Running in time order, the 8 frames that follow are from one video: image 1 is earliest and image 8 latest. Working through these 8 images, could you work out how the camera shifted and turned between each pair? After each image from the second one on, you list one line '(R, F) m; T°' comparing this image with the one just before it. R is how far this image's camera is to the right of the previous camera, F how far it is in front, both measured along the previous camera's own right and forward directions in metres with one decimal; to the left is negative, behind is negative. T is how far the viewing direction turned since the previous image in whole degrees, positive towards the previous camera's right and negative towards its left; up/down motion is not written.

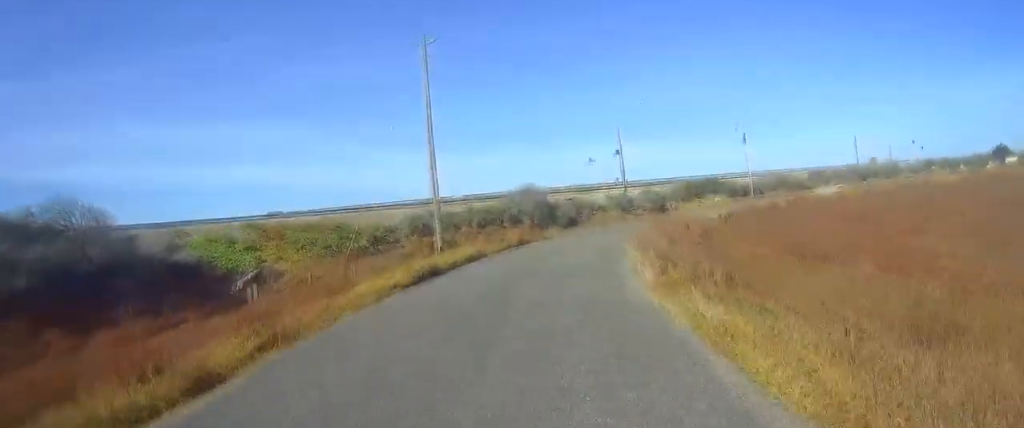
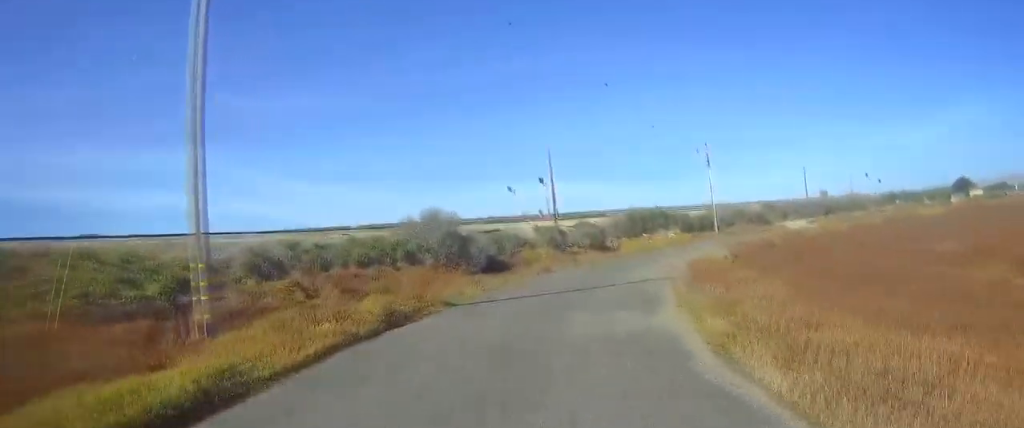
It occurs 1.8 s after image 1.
(+1.5, +17.7) m; +11°
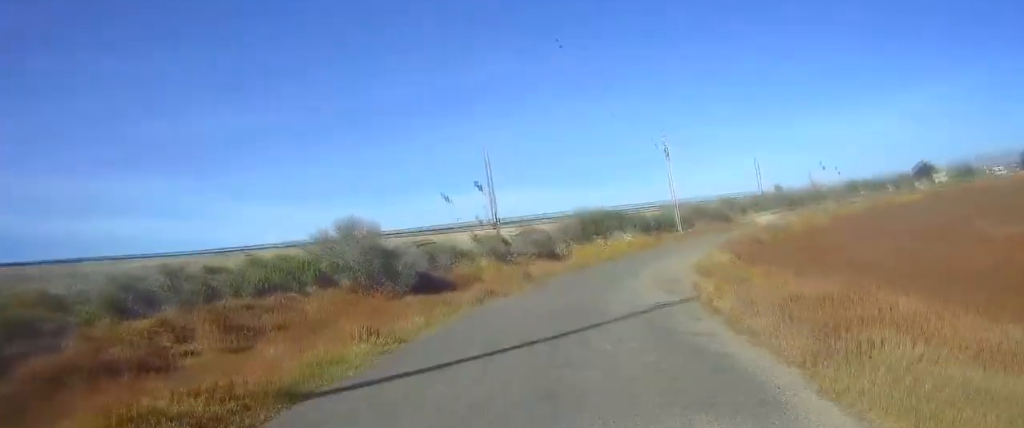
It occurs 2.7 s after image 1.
(+0.5, +8.1) m; +4°
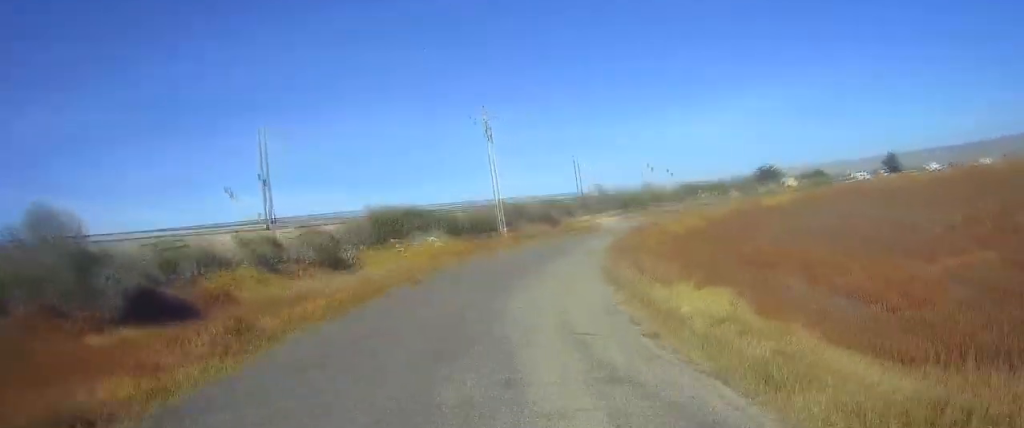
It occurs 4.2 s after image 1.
(+0.1, +14.7) m; +8°
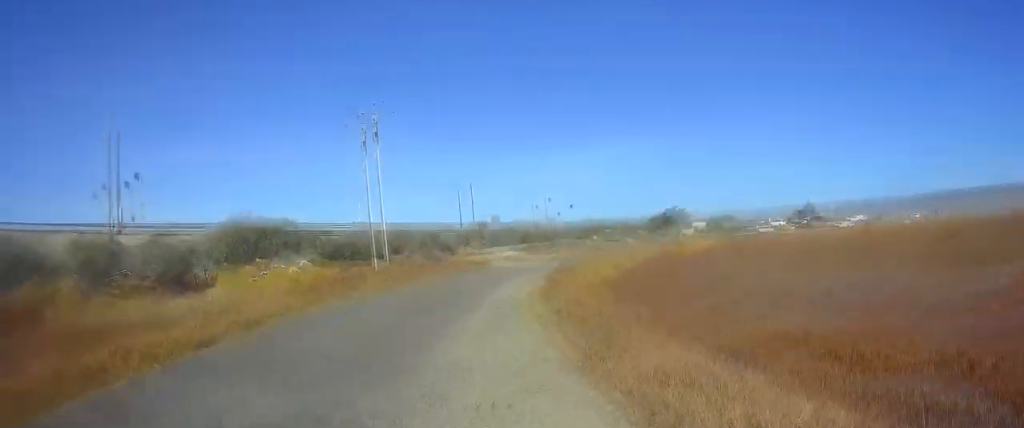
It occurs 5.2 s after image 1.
(+1.3, +9.8) m; +8°
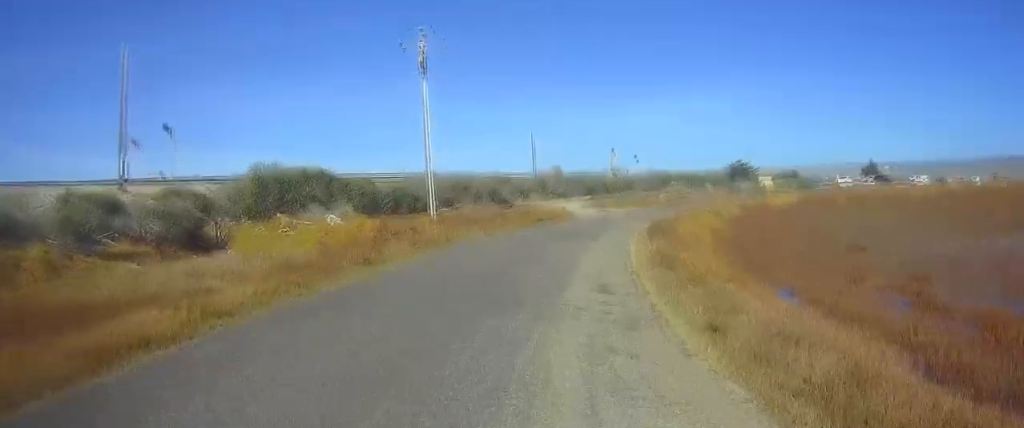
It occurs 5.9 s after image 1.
(+0.1, +6.9) m; +3°
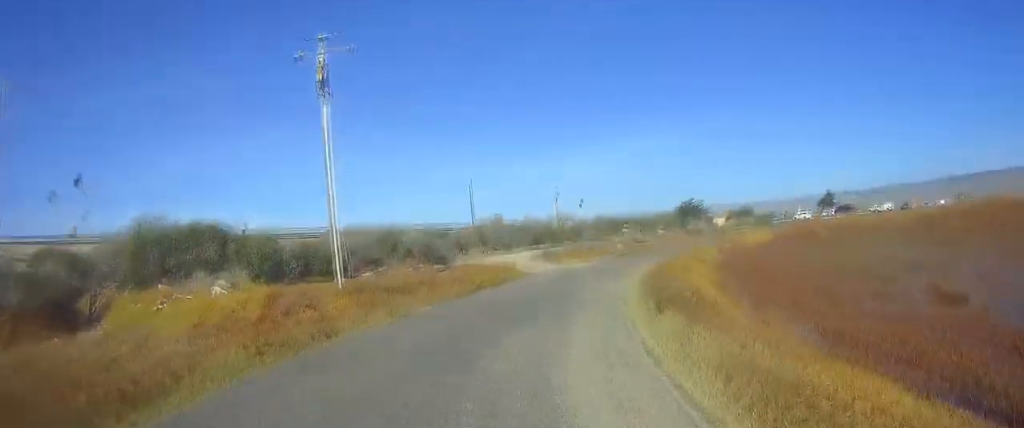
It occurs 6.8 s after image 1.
(+0.2, +8.4) m; +4°
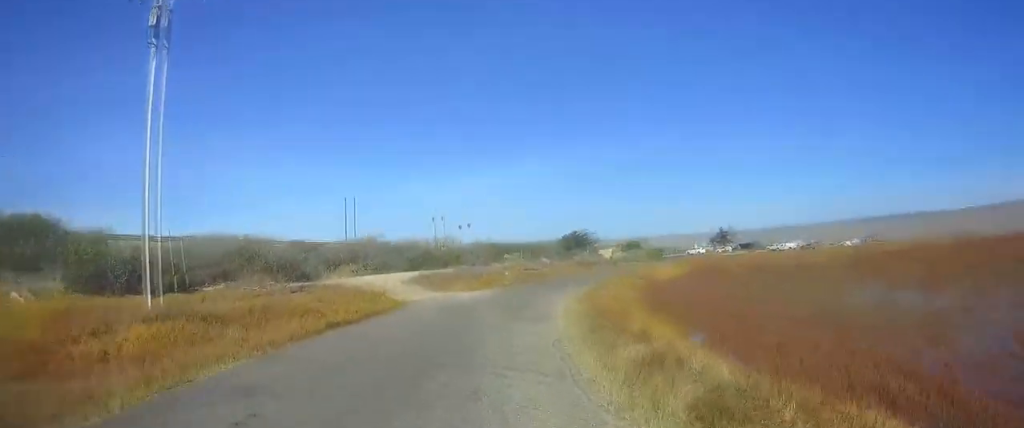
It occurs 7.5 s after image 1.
(+0.3, +7.9) m; +4°
